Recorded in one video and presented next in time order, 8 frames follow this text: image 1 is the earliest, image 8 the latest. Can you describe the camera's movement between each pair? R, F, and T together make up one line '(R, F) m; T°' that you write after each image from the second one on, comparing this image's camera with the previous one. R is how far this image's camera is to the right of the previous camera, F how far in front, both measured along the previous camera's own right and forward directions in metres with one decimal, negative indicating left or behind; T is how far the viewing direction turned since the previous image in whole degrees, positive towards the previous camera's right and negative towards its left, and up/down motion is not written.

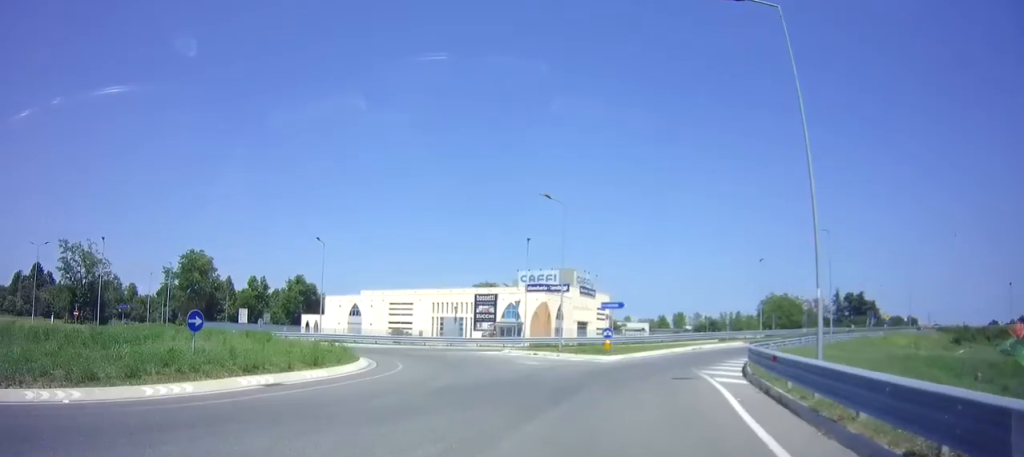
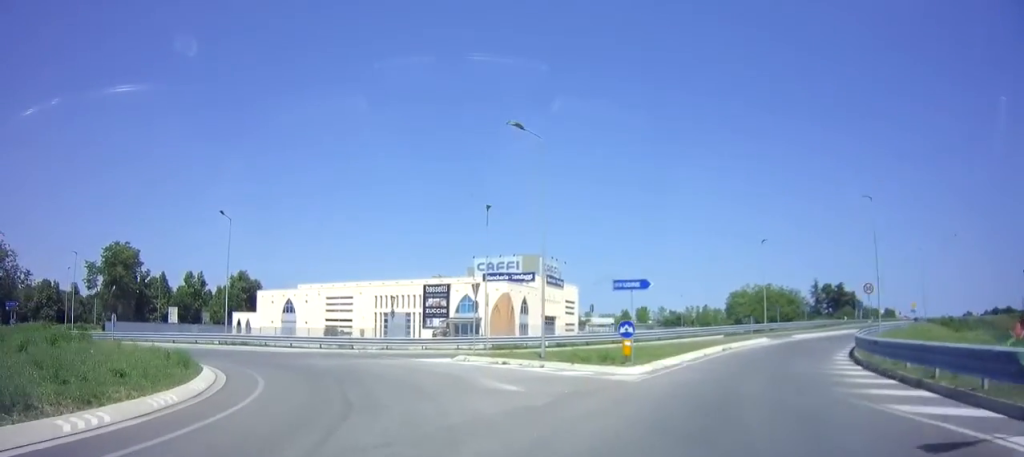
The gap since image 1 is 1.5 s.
(+0.8, +10.5) m; +3°
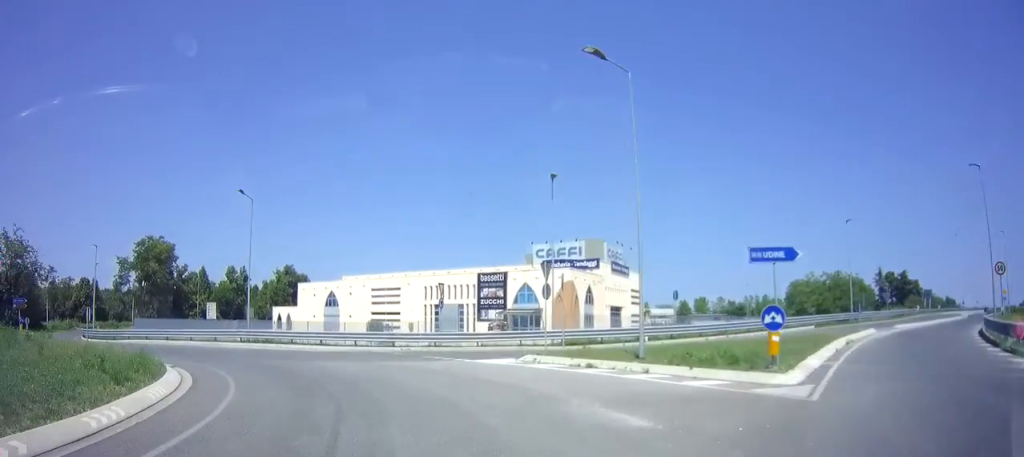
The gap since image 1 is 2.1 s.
(-0.2, +5.4) m; -6°
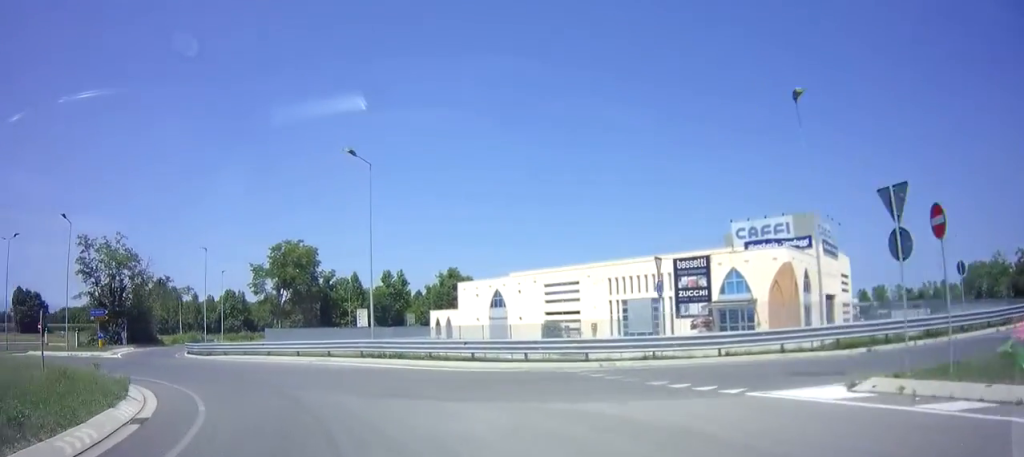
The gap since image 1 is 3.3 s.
(-1.1, +10.0) m; -18°
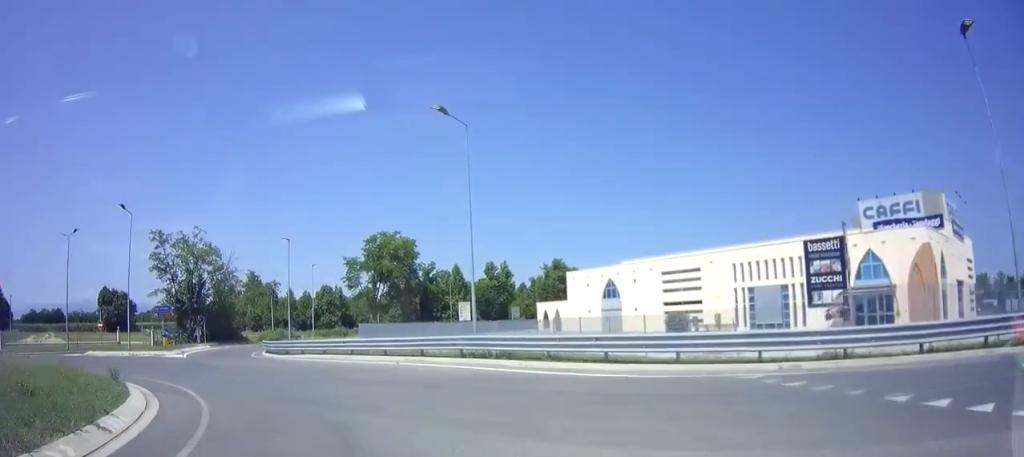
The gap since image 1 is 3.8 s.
(-0.3, +4.5) m; -10°
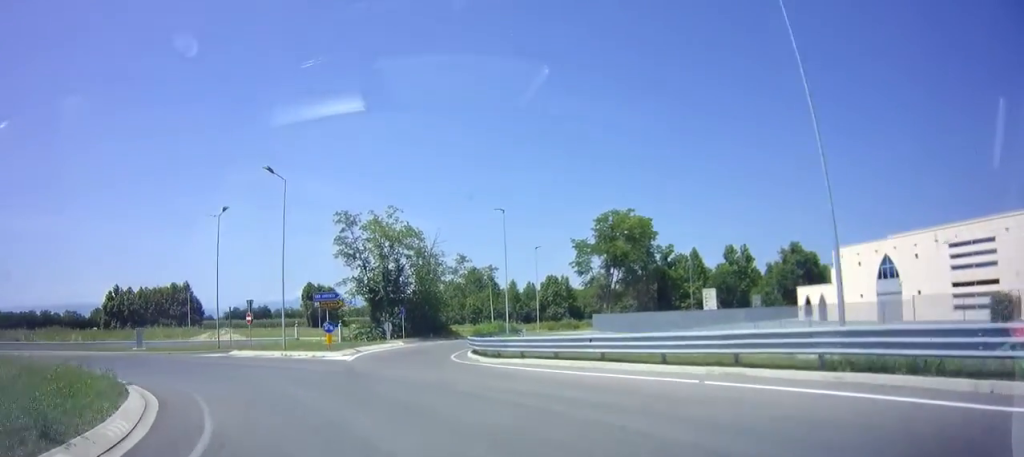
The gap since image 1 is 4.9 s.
(-2.2, +9.9) m; -20°
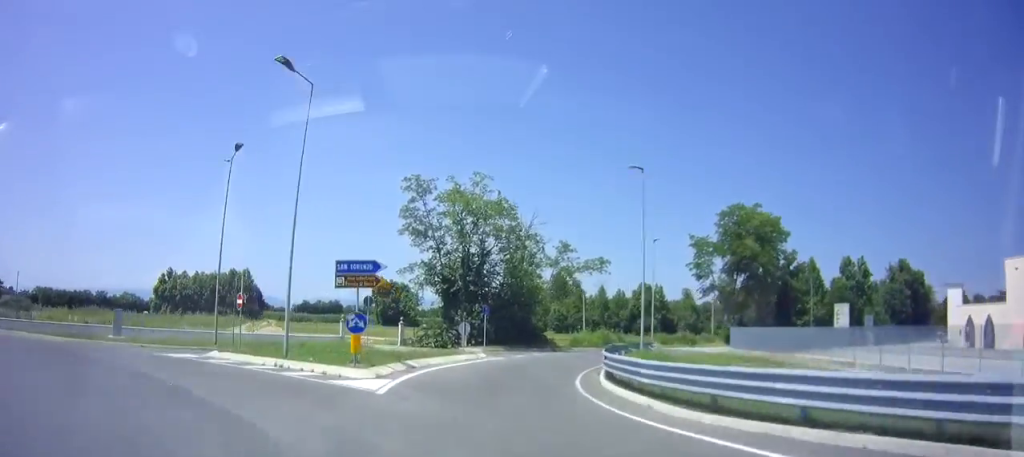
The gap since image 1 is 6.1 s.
(-1.4, +11.9) m; -7°
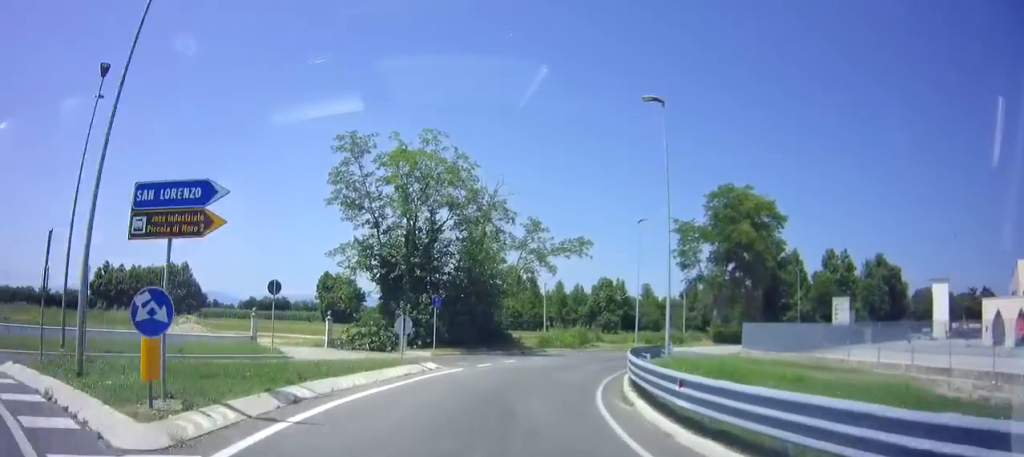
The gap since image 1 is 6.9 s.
(0.0, +8.2) m; +3°
